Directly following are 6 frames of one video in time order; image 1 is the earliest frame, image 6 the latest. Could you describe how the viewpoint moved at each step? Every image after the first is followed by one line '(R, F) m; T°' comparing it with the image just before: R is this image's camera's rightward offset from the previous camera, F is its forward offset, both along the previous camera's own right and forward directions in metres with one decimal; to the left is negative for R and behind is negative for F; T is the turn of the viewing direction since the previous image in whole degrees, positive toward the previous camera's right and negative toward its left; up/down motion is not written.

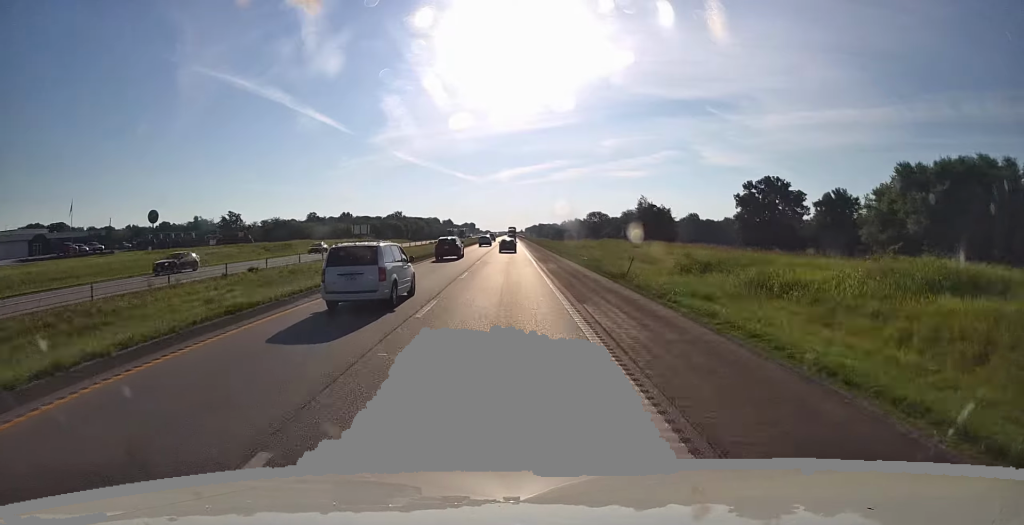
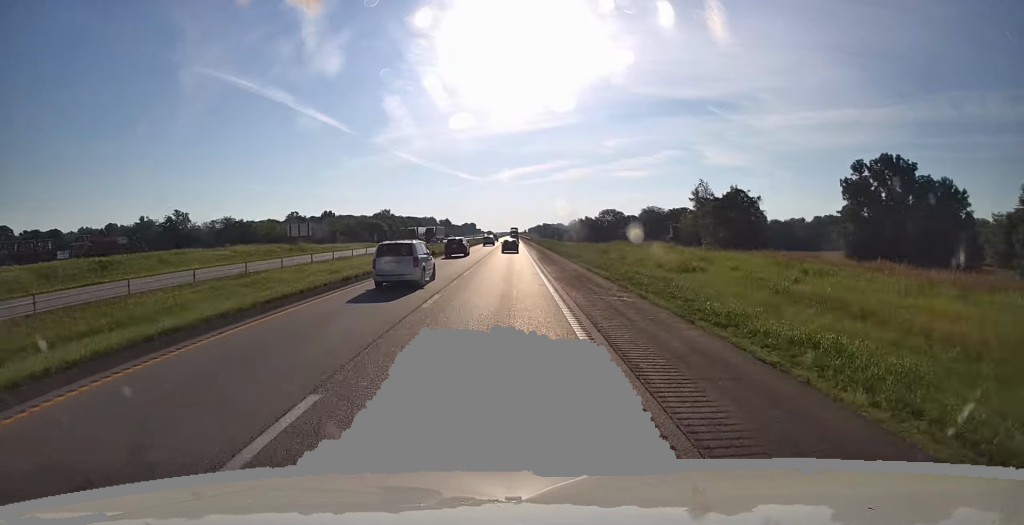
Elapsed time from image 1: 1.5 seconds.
(0.0, +46.1) m; 0°
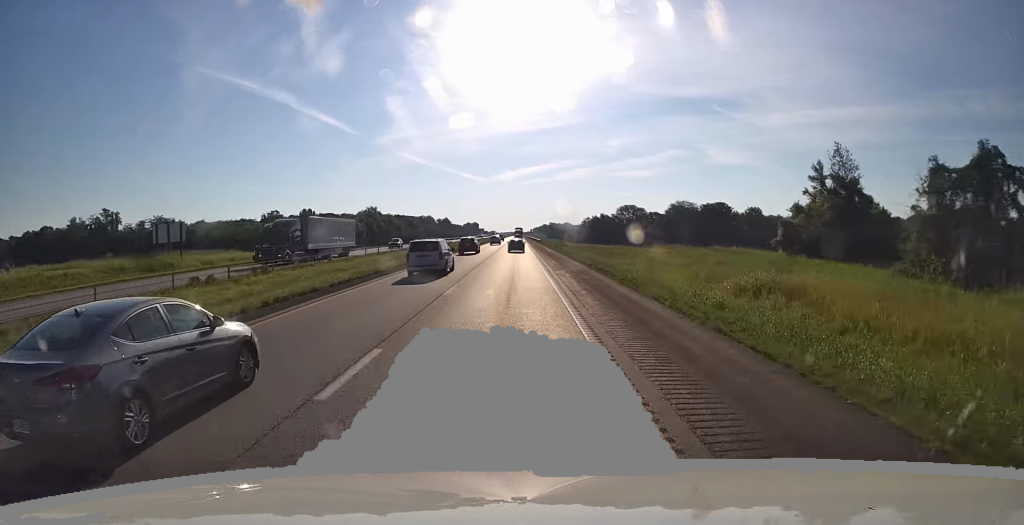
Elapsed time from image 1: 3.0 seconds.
(0.0, +45.1) m; 0°
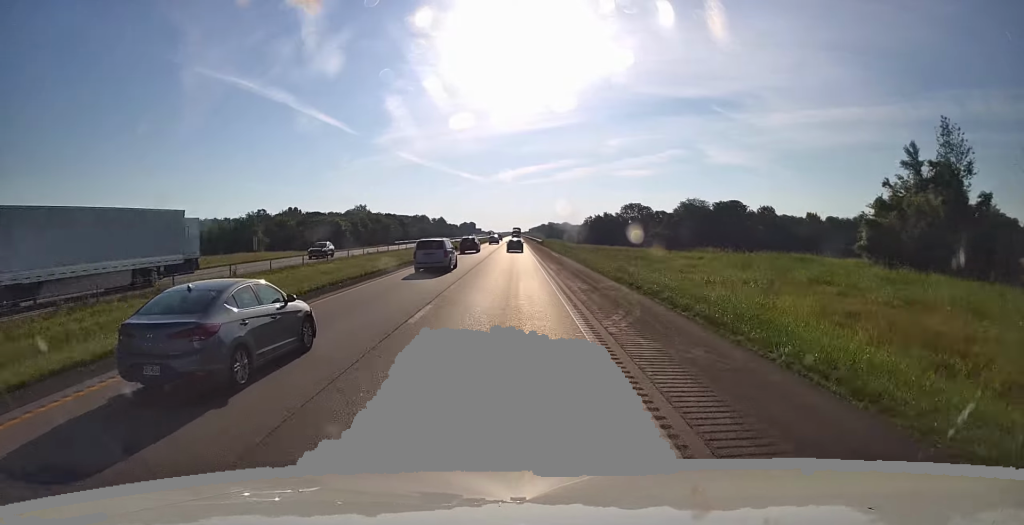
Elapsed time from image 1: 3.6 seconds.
(0.0, +18.1) m; 0°
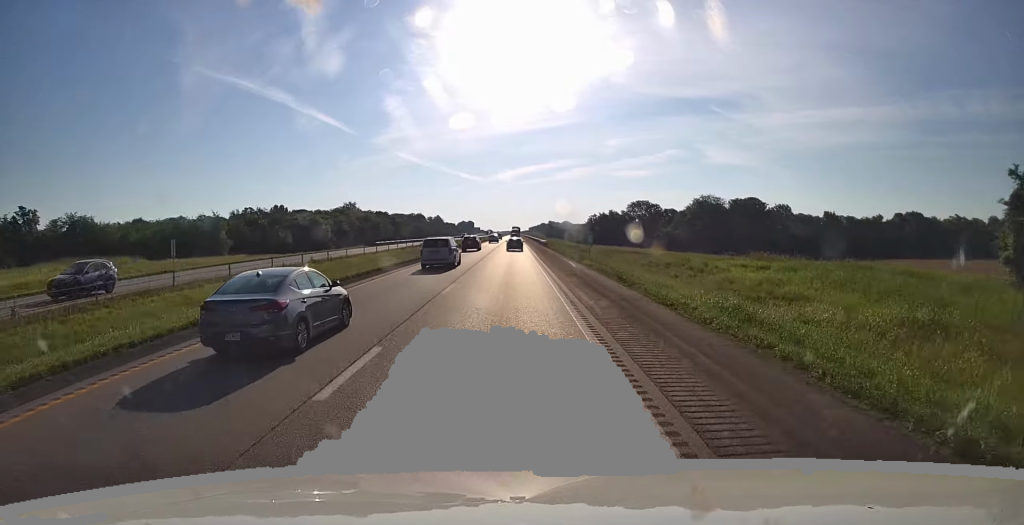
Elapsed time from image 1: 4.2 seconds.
(0.0, +18.1) m; 0°
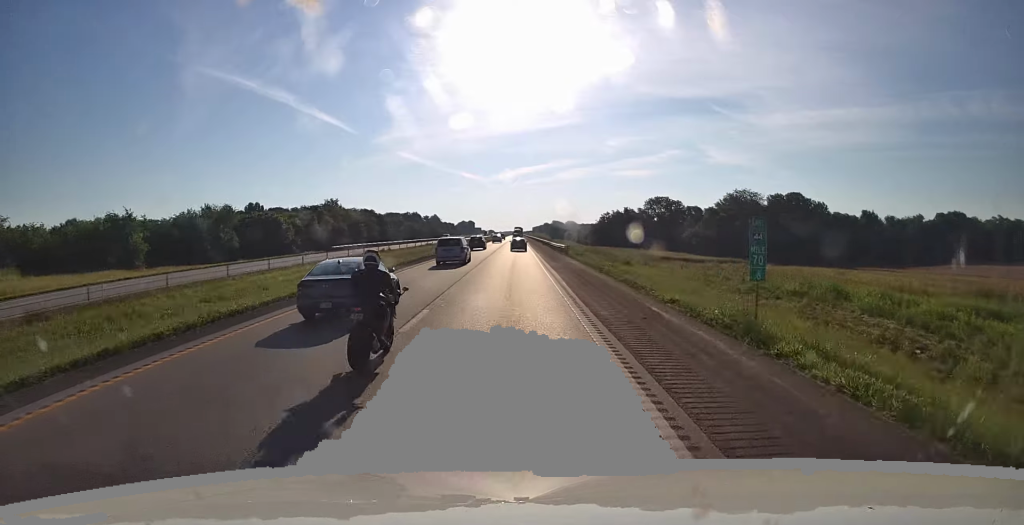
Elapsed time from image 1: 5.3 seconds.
(+0.1, +31.2) m; 0°
